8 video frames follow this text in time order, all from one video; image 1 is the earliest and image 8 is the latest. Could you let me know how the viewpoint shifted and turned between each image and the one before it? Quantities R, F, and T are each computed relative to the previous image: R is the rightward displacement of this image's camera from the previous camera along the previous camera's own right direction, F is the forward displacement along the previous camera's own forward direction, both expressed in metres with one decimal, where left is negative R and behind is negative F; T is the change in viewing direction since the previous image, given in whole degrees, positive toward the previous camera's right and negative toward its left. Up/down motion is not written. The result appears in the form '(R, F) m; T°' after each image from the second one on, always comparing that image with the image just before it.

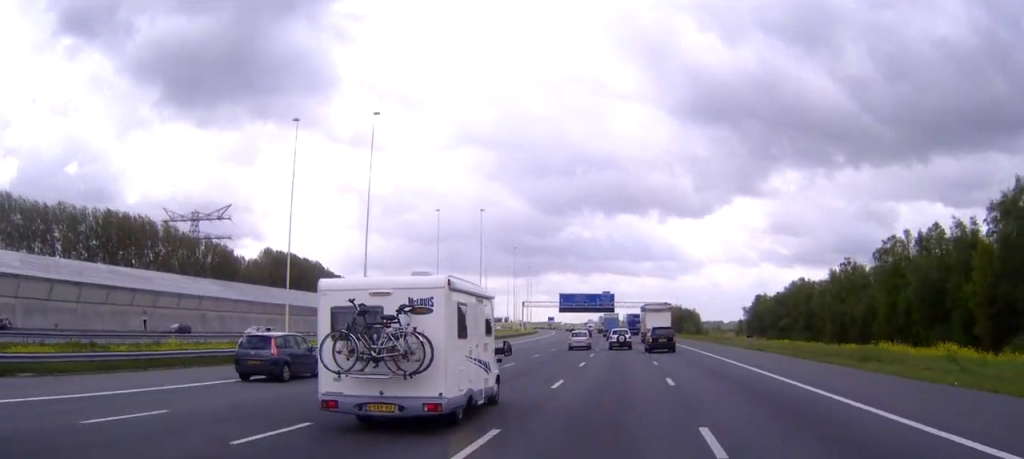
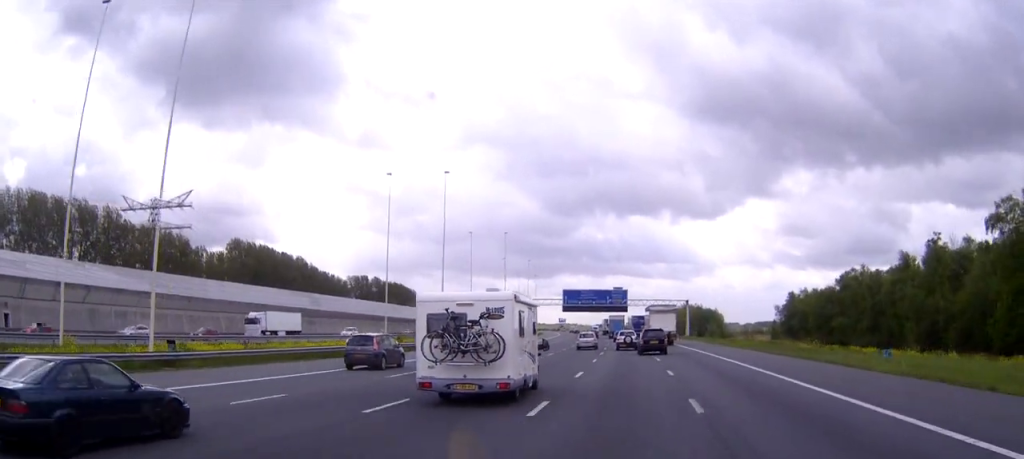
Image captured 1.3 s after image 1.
(-0.2, +30.5) m; -1°
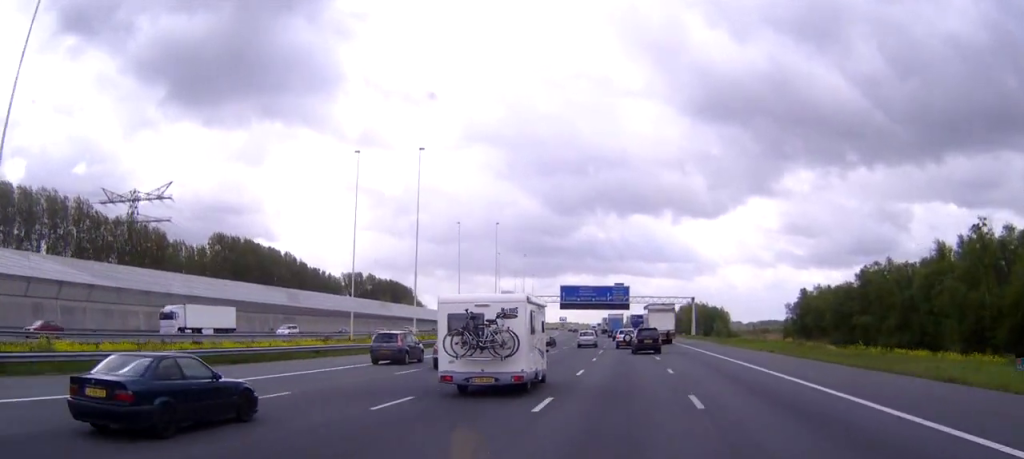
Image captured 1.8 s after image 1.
(0.0, +11.4) m; 0°
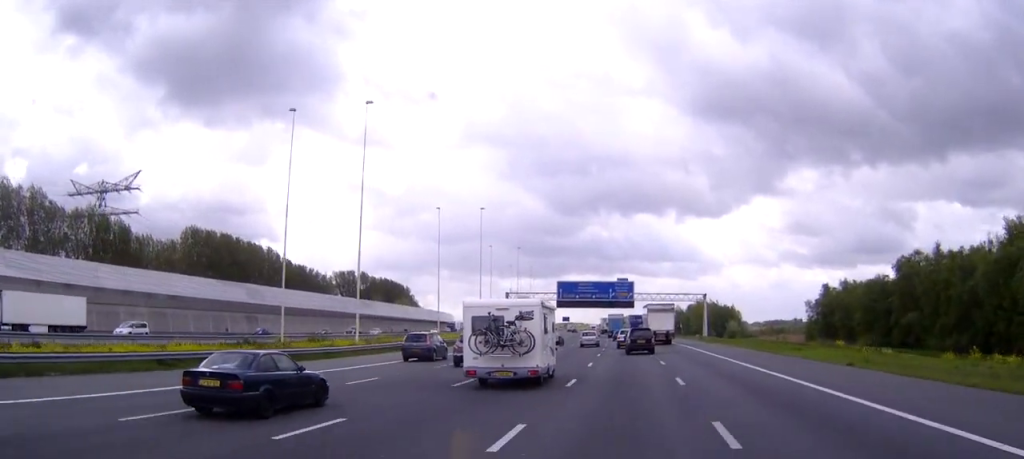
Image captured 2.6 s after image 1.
(-0.1, +16.8) m; 0°
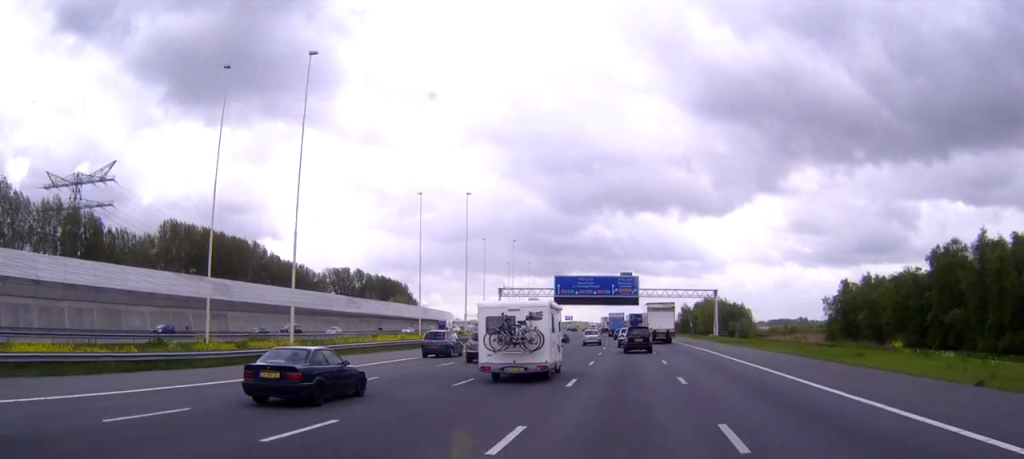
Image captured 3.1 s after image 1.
(0.0, +12.3) m; 0°
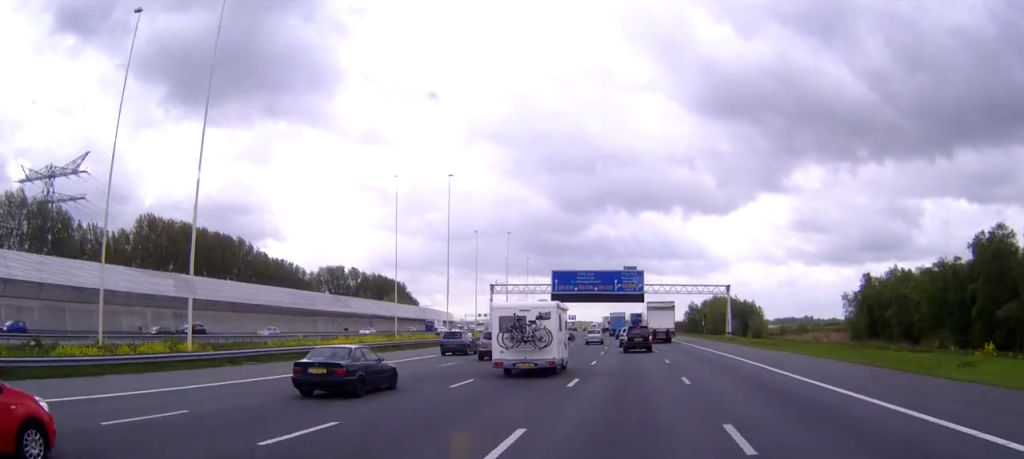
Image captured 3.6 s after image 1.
(-0.1, +12.3) m; 0°
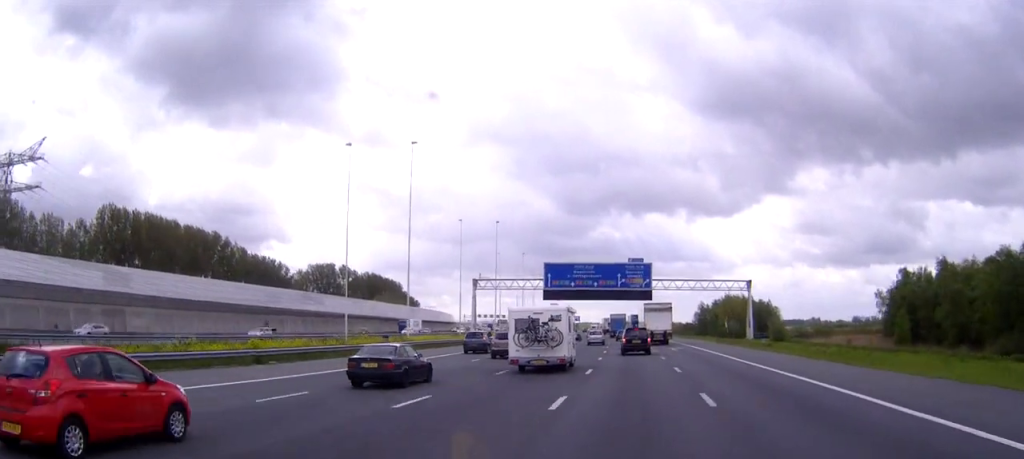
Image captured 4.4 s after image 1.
(-0.1, +17.8) m; 0°
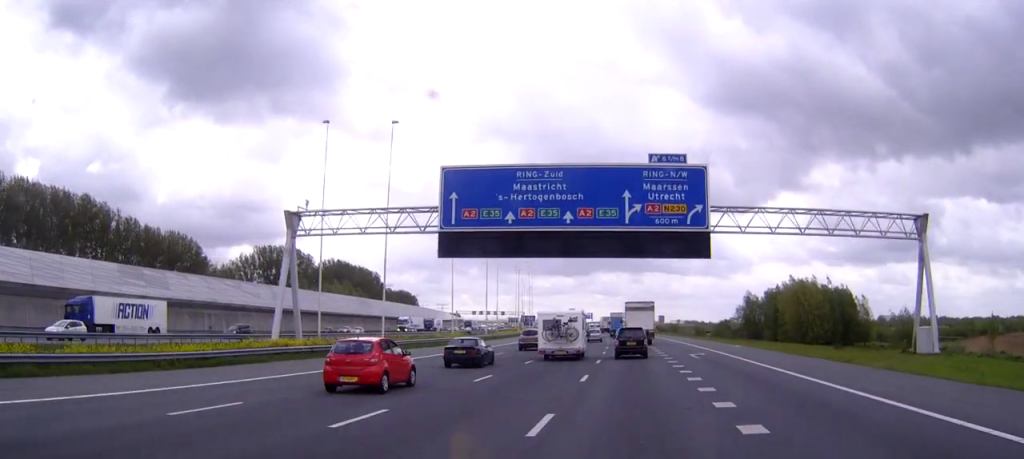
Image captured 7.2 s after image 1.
(-1.0, +63.8) m; -2°
